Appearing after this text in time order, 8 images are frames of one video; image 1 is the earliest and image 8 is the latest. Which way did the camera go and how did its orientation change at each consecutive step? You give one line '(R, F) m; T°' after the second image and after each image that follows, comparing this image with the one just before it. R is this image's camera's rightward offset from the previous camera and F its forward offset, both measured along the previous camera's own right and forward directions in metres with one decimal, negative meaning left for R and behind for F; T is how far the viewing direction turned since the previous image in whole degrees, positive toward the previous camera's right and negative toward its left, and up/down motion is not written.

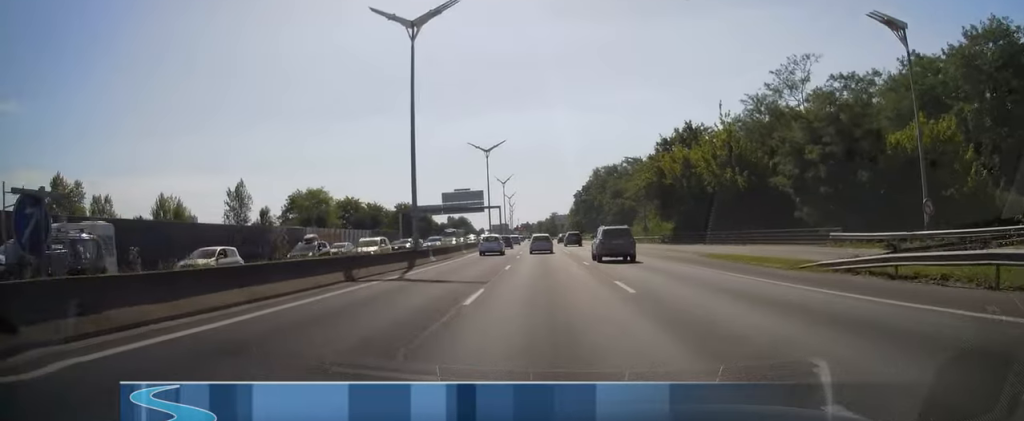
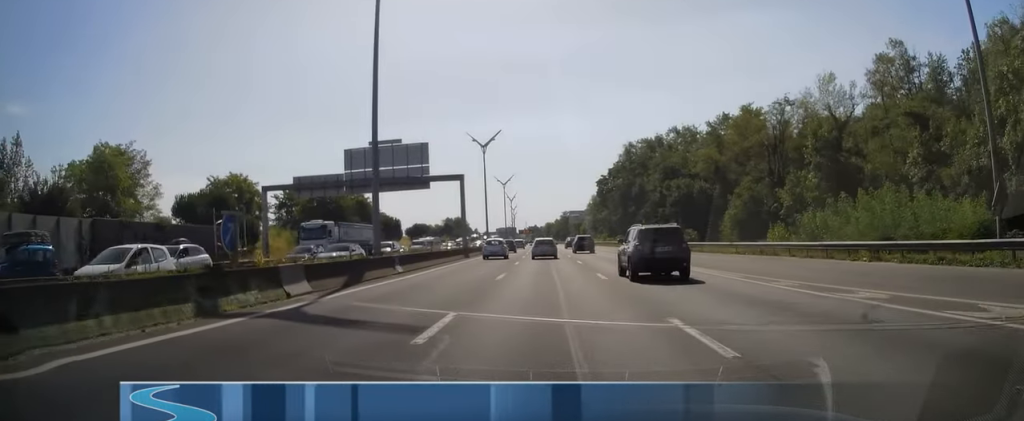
(0.0, +65.0) m; -1°
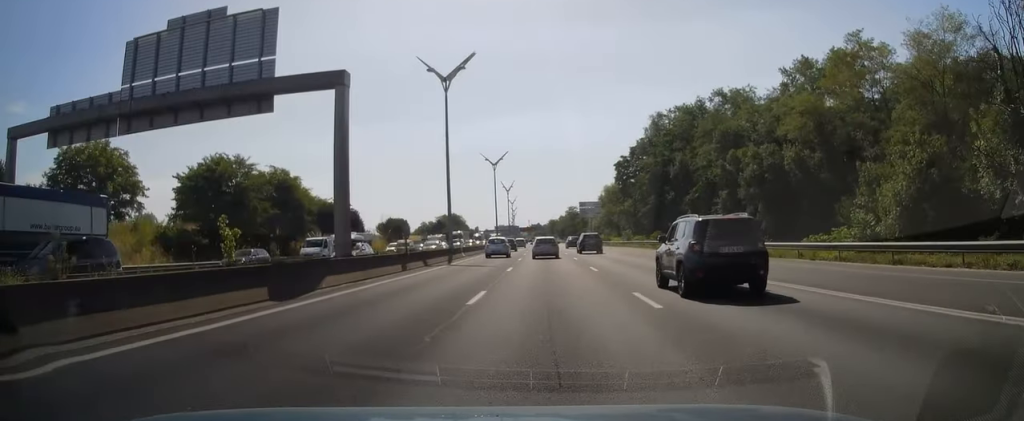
(-0.5, +34.5) m; -2°
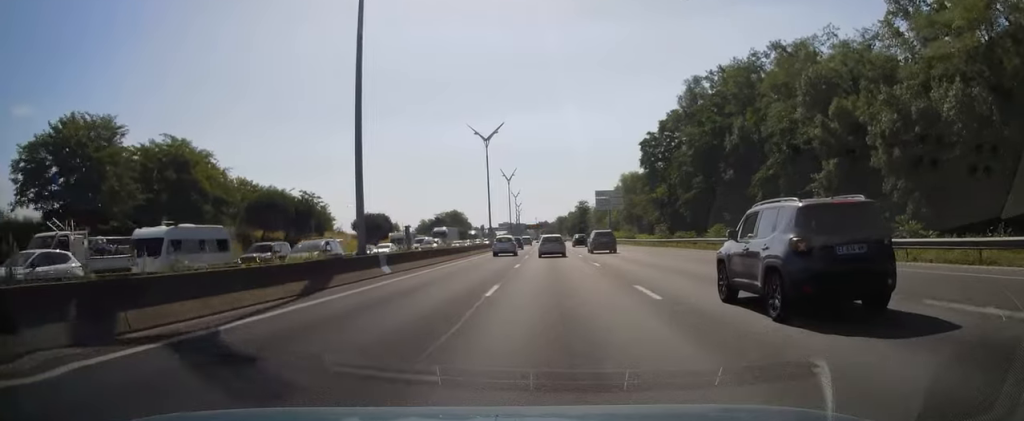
(-0.1, +24.9) m; 0°
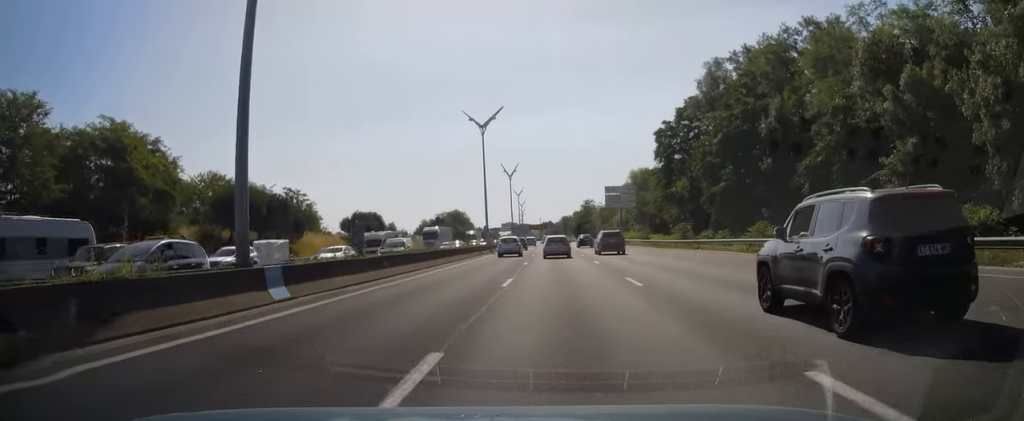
(0.0, +9.8) m; 0°
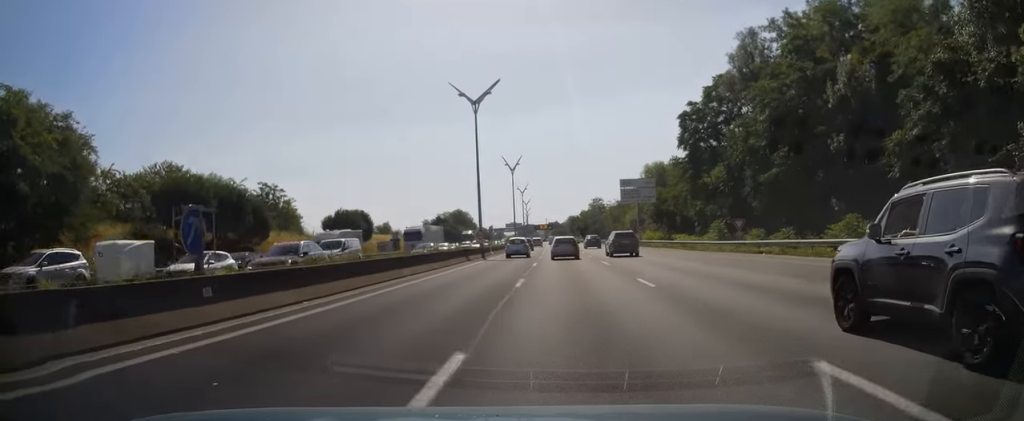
(+0.2, +12.7) m; -1°
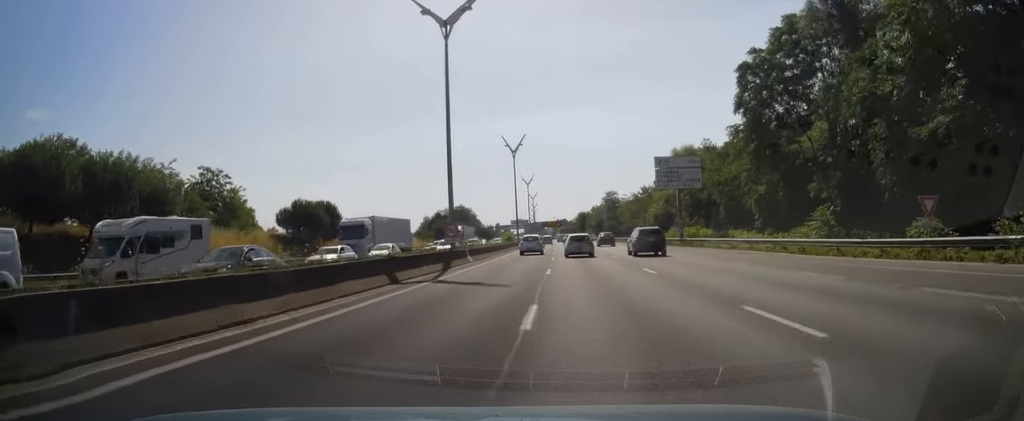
(-0.3, +21.3) m; -1°
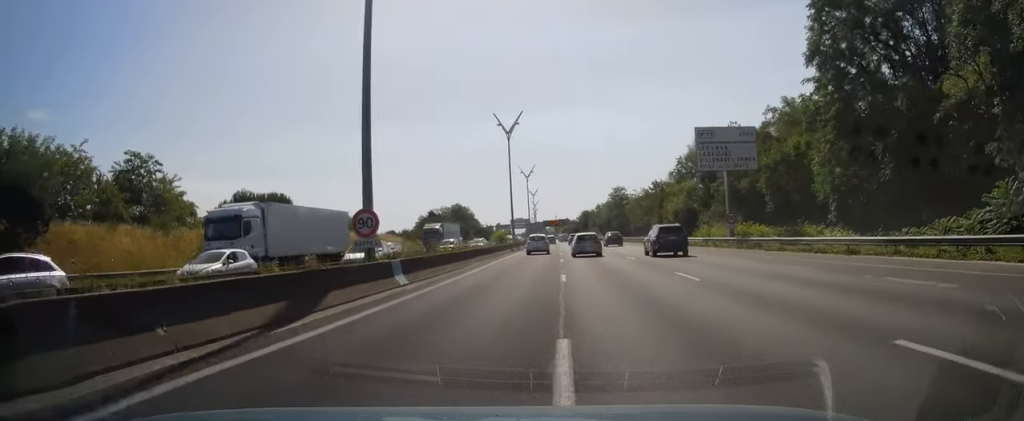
(-0.3, +16.9) m; 0°
